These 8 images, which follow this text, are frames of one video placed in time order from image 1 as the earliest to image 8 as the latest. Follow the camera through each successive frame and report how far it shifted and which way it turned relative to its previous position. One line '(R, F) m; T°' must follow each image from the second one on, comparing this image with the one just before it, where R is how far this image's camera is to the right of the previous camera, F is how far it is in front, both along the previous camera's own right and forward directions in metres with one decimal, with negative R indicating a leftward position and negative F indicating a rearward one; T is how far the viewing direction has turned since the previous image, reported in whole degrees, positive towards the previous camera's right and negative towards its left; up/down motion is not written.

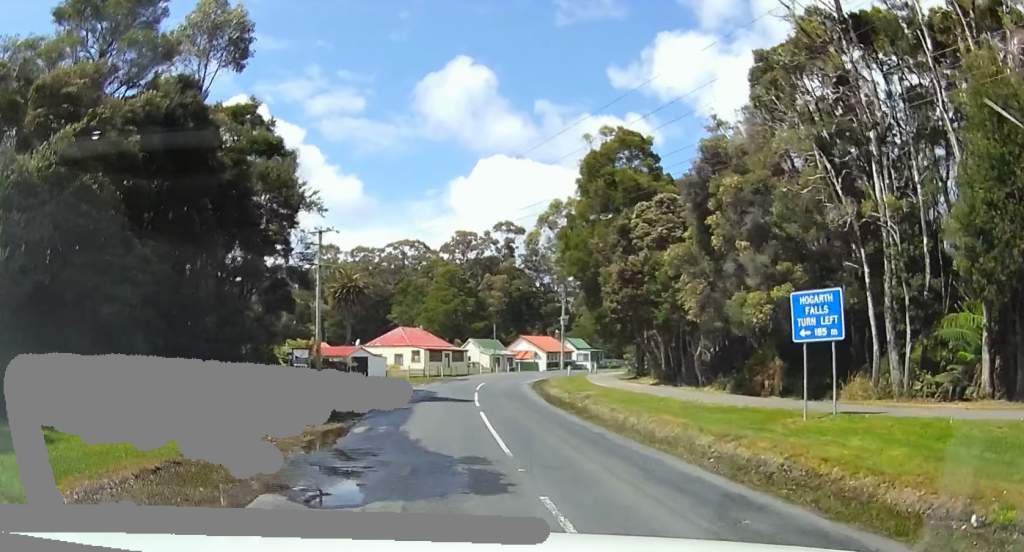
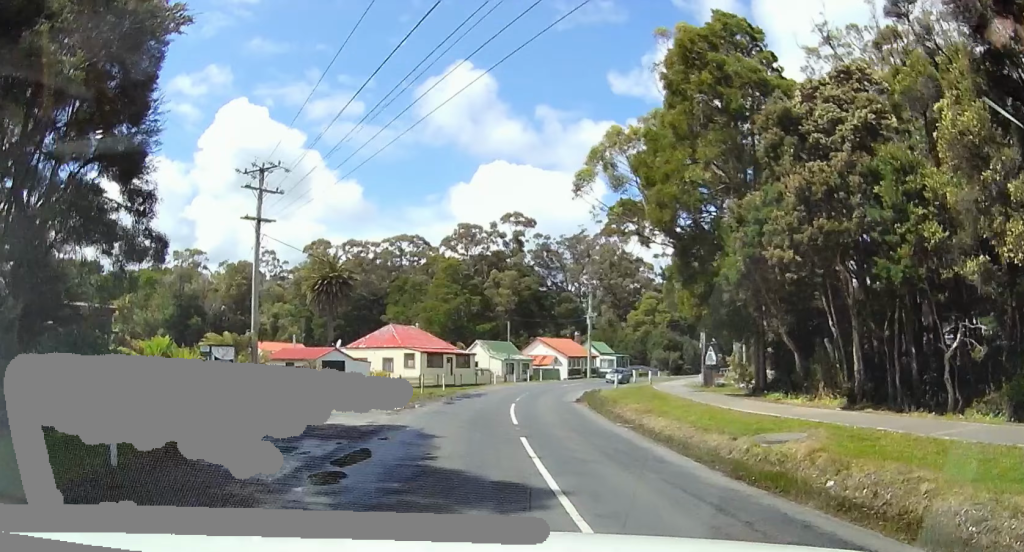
(+0.5, +15.7) m; +2°
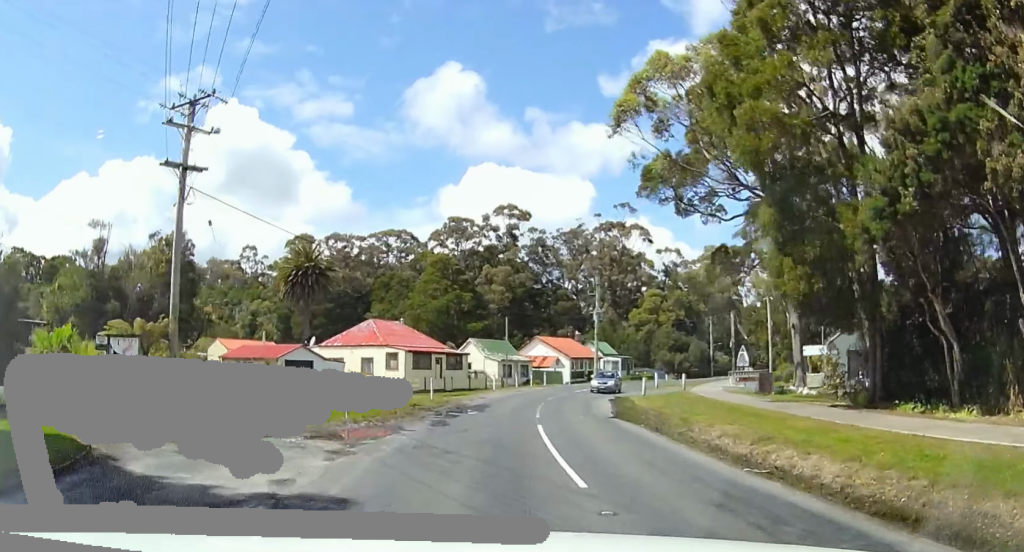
(0.0, +9.8) m; 0°
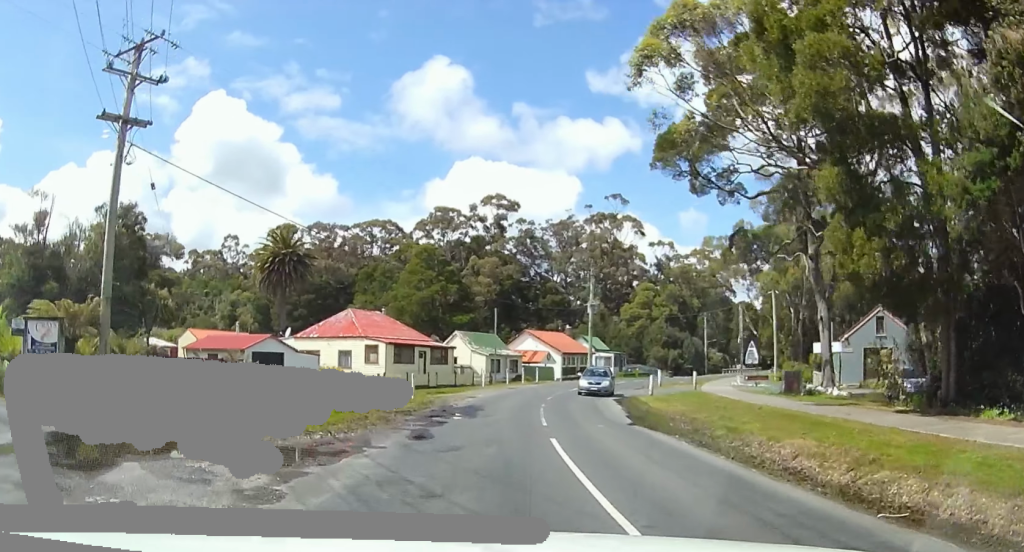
(0.0, +4.6) m; 0°
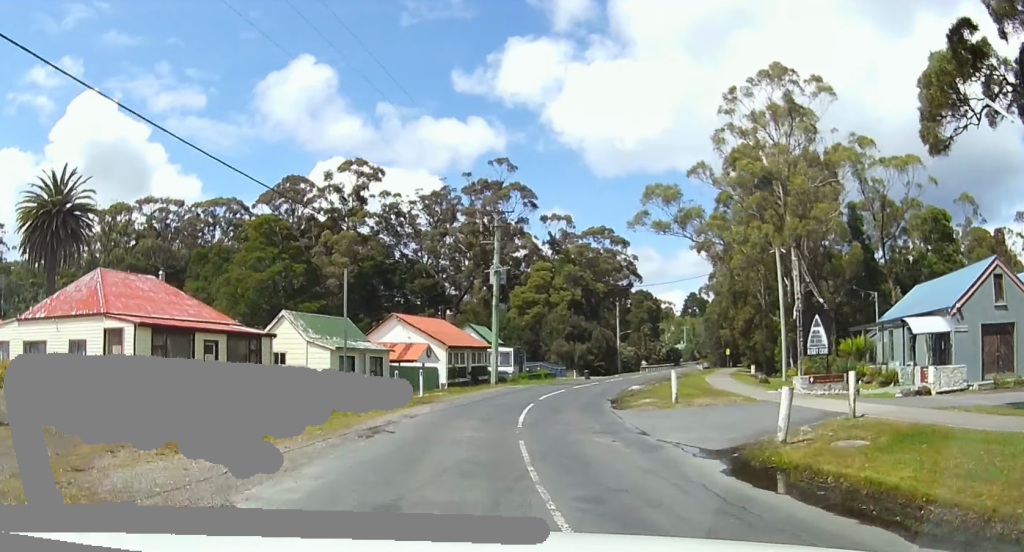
(+2.0, +23.9) m; +15°
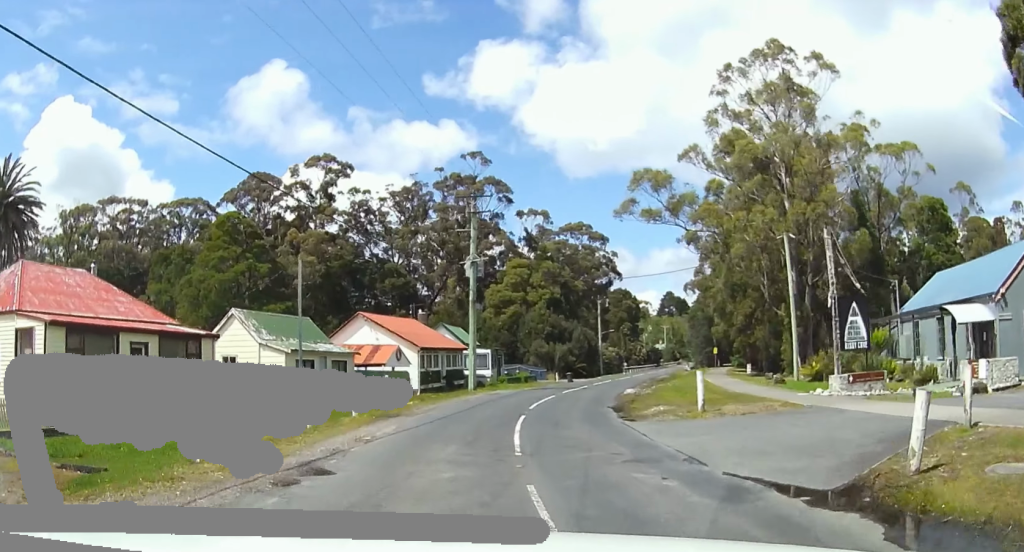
(+0.2, +4.5) m; +5°
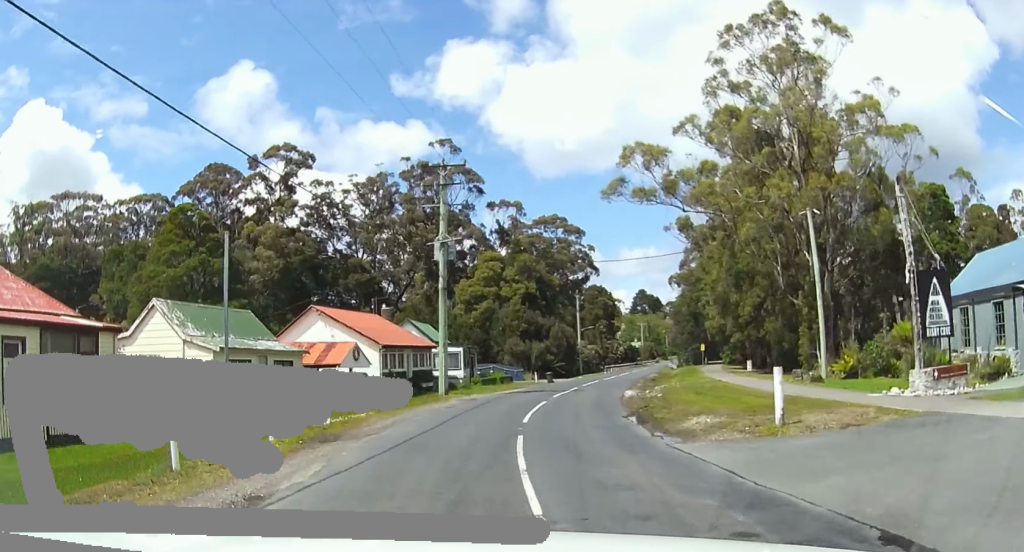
(+0.2, +6.0) m; +1°
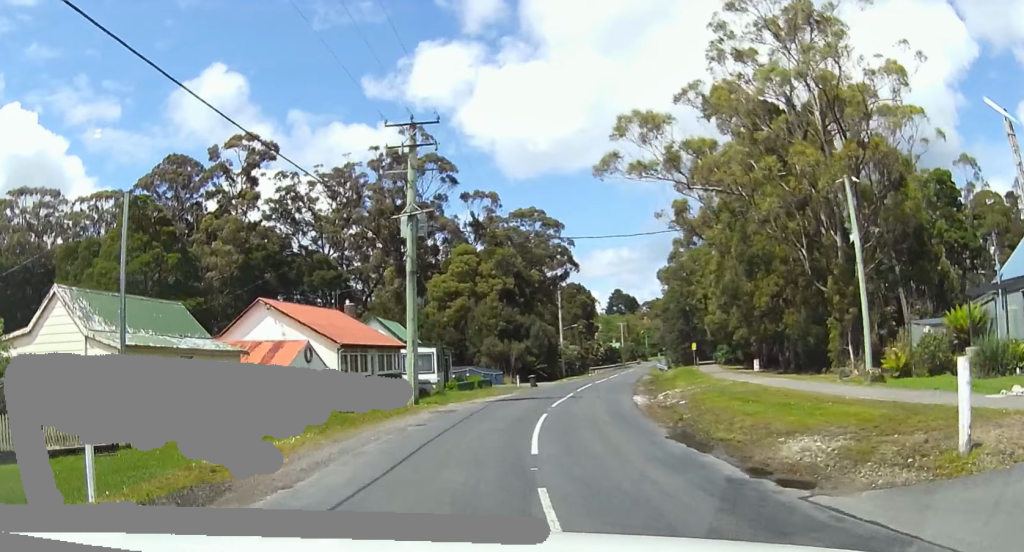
(+0.1, +5.8) m; +1°
